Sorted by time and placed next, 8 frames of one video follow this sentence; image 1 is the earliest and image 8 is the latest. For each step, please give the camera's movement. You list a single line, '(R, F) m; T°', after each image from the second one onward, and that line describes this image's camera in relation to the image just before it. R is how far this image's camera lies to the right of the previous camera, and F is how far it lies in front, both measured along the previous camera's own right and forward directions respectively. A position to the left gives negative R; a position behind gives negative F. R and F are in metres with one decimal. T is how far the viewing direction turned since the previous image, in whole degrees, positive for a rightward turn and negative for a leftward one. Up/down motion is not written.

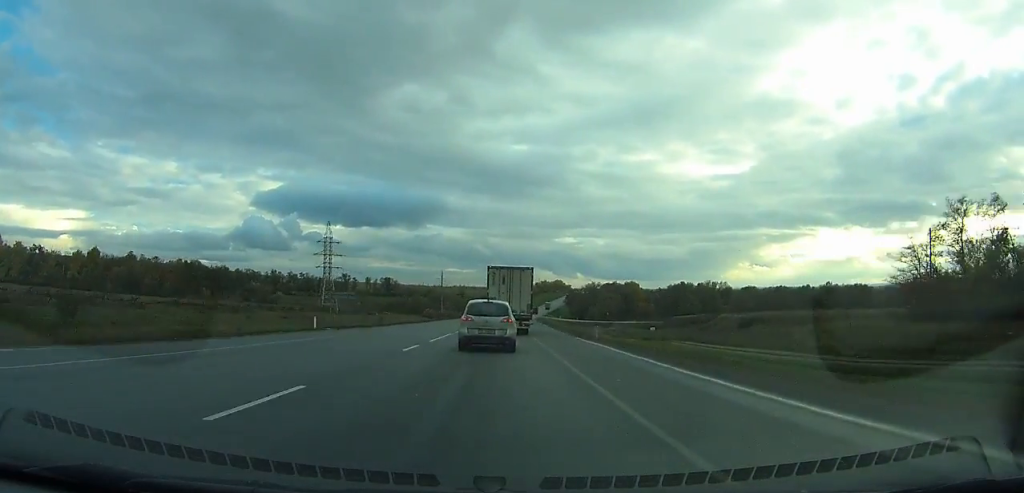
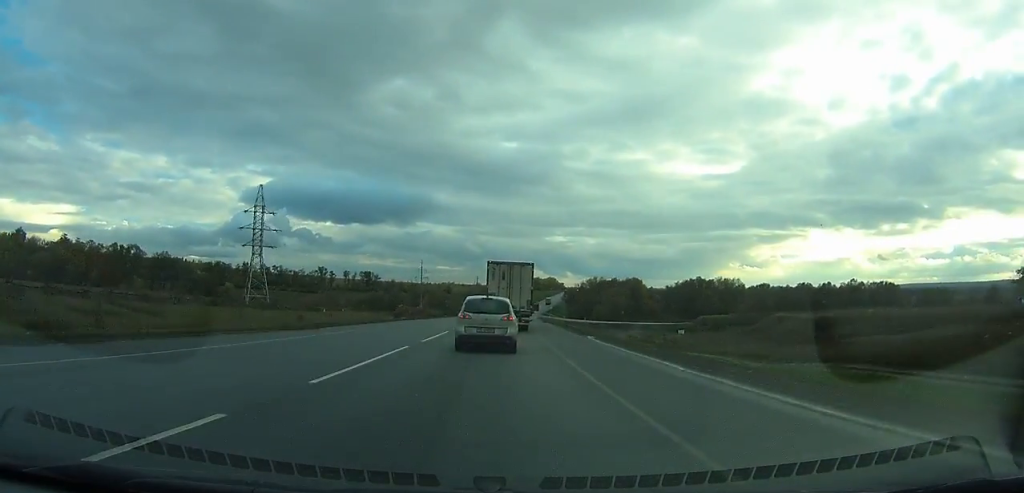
(+0.1, +36.8) m; +1°
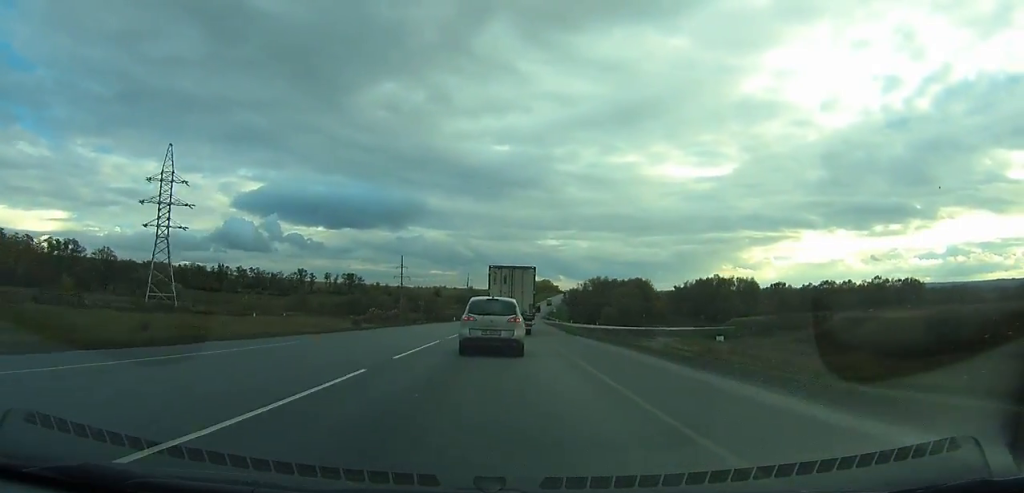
(+0.2, +28.0) m; +1°
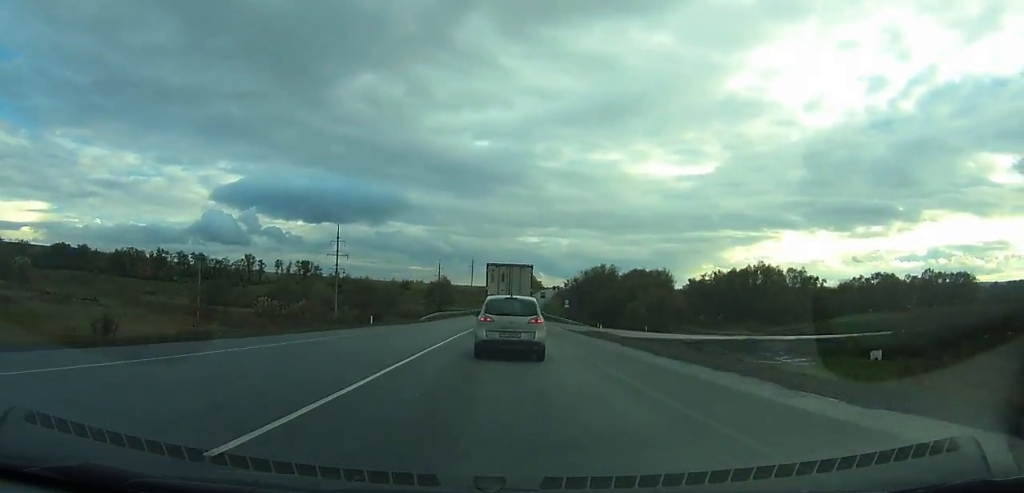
(+0.4, +52.2) m; +1°
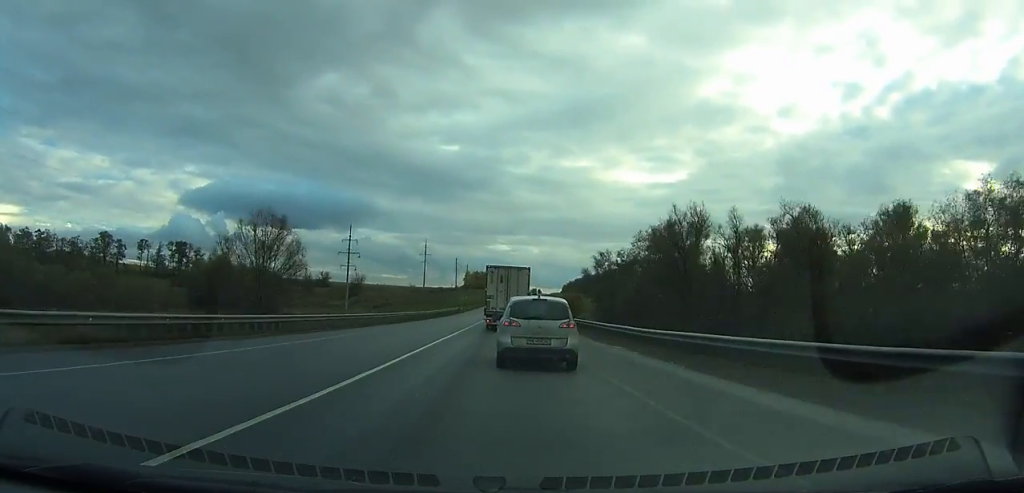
(+3.0, +113.1) m; +3°
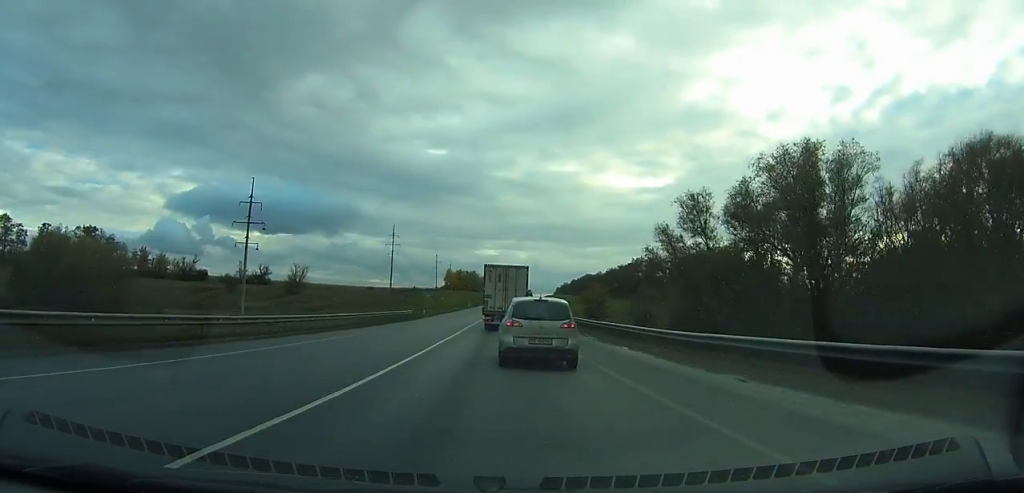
(+0.5, +50.6) m; +1°
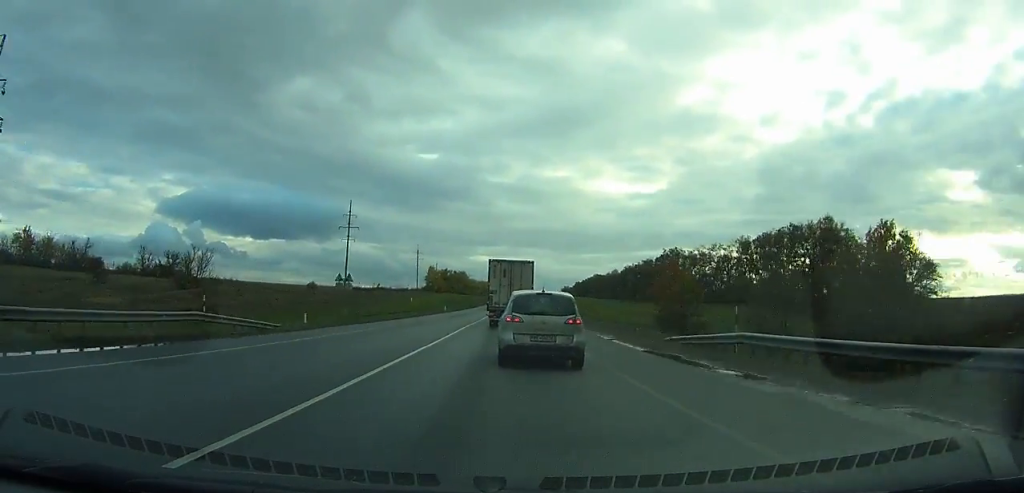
(+0.3, +50.4) m; +1°
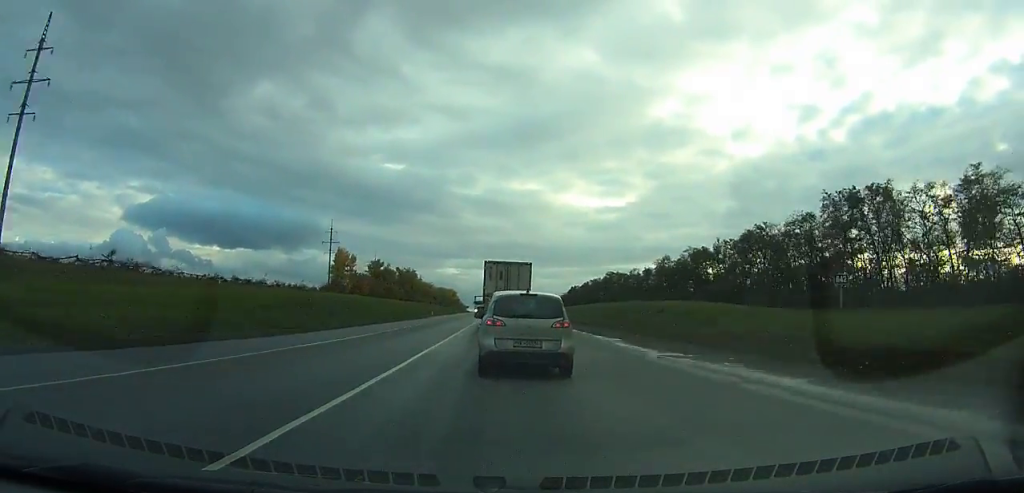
(+2.0, +105.0) m; +2°
